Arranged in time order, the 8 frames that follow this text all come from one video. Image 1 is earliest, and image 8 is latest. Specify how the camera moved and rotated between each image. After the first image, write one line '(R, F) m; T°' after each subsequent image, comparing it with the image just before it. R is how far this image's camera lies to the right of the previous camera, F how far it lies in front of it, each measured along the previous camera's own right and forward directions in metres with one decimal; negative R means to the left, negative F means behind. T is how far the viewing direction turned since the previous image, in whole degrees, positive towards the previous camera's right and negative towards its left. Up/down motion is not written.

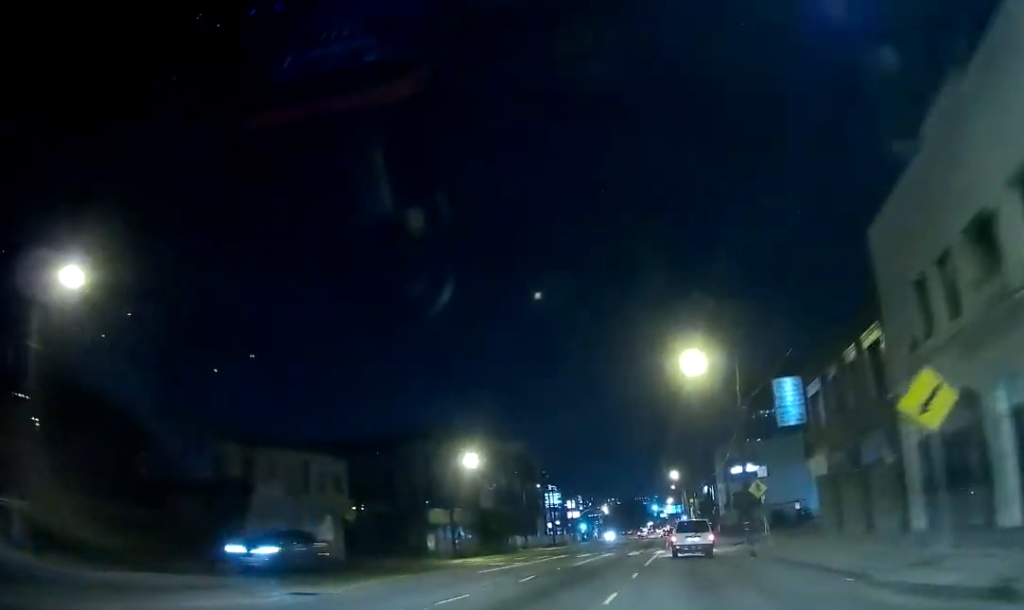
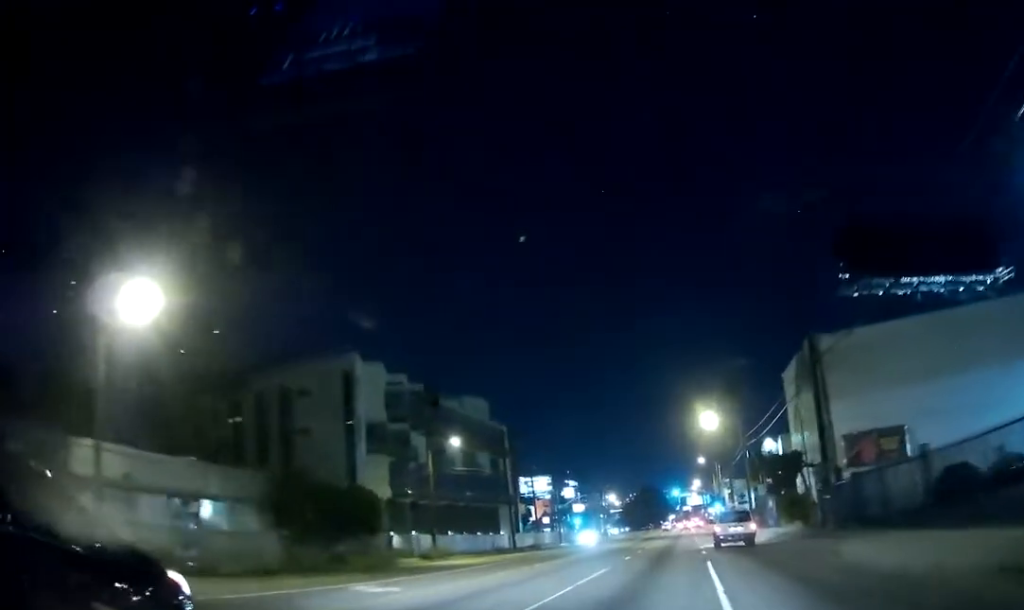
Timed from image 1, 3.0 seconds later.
(+0.1, +49.5) m; -2°
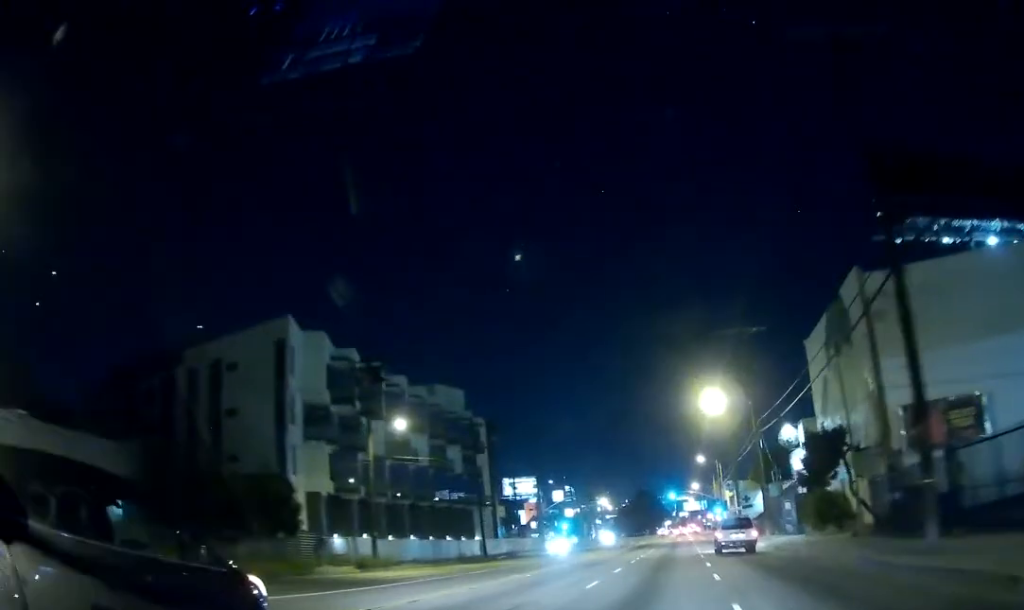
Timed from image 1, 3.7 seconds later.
(0.0, +11.2) m; -1°
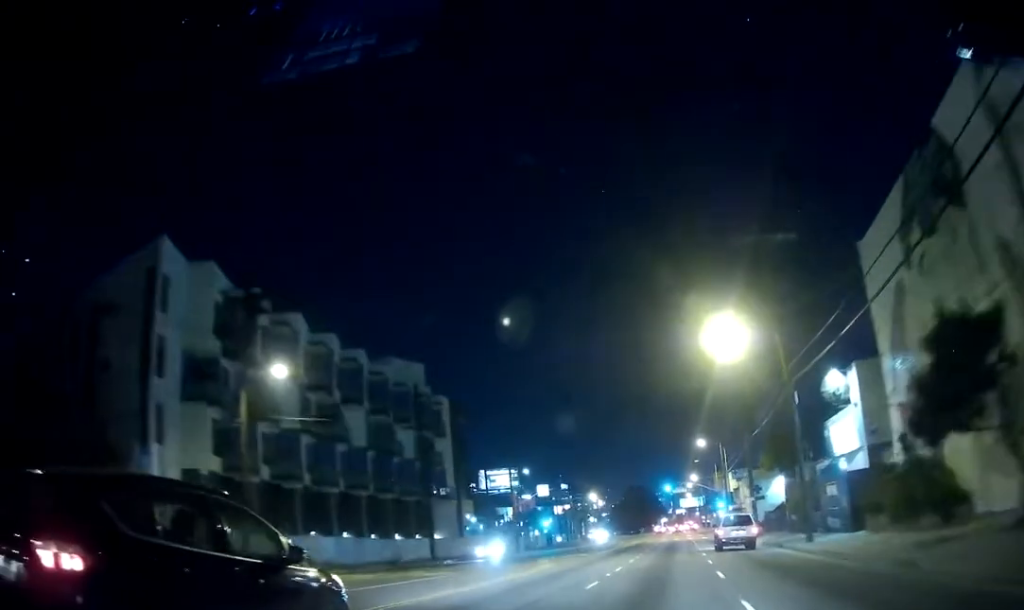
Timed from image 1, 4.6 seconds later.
(-0.3, +15.4) m; +1°
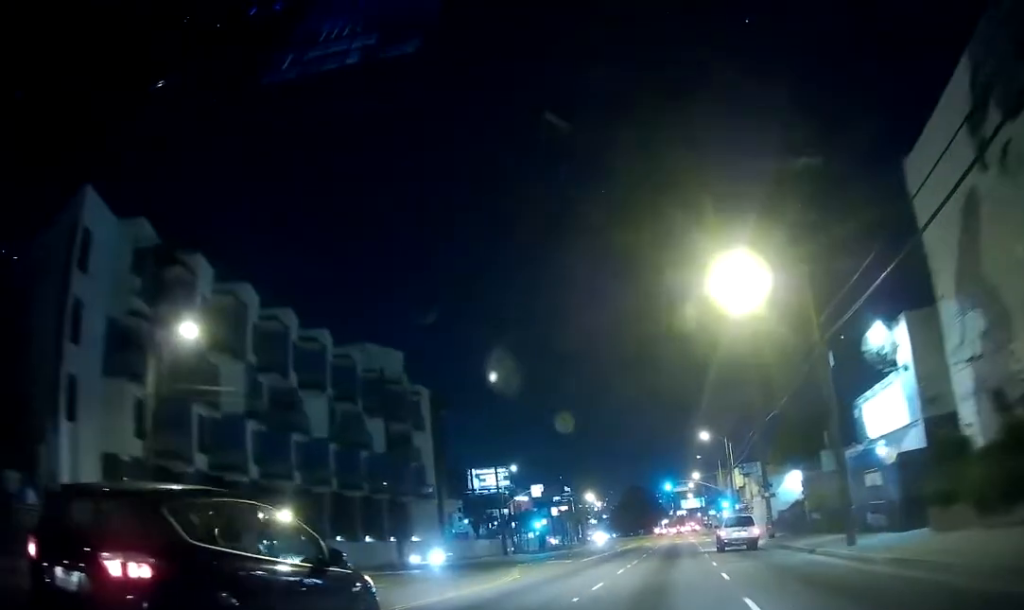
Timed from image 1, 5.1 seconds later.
(+0.3, +7.6) m; 0°
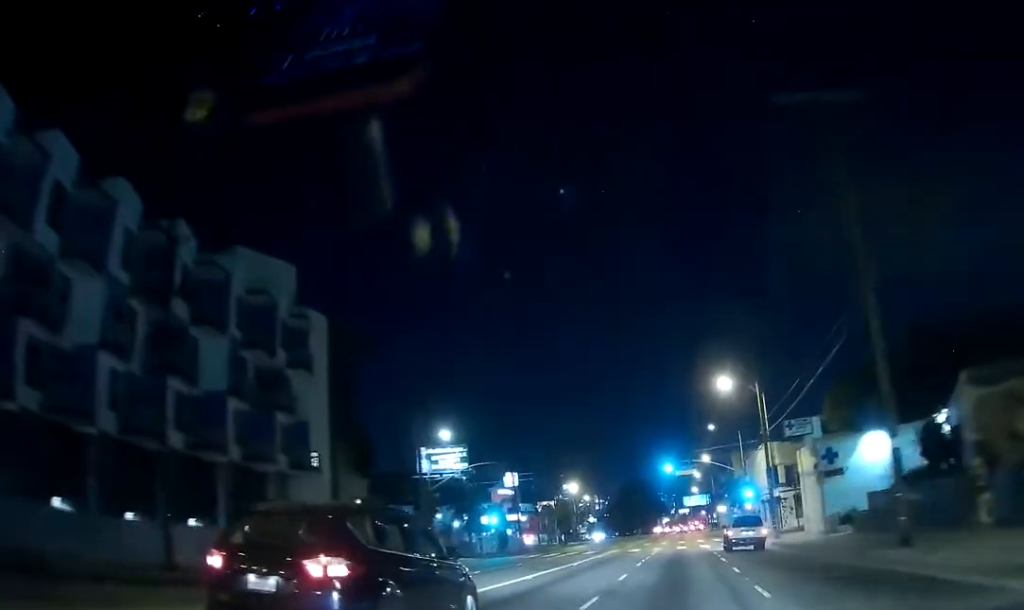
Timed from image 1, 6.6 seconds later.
(-0.3, +25.2) m; 0°
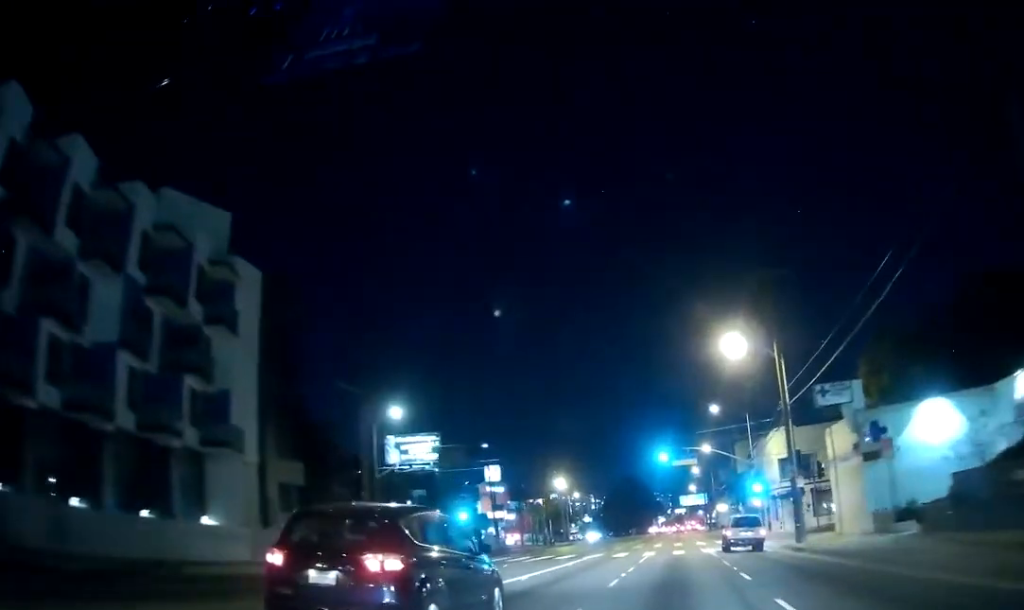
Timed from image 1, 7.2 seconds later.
(+0.4, +10.0) m; 0°
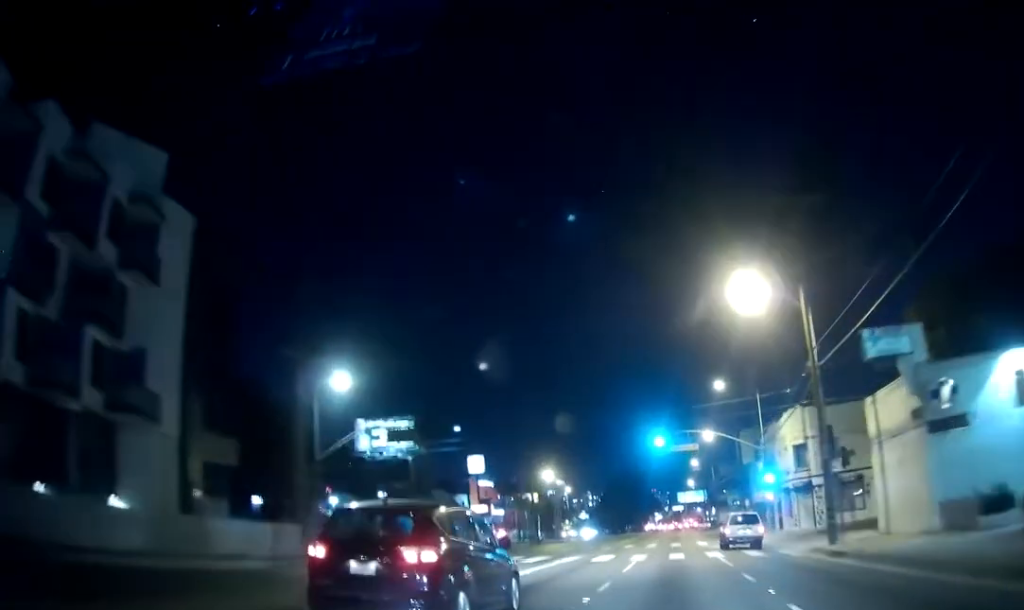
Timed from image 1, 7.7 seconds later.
(+0.2, +7.8) m; 0°
